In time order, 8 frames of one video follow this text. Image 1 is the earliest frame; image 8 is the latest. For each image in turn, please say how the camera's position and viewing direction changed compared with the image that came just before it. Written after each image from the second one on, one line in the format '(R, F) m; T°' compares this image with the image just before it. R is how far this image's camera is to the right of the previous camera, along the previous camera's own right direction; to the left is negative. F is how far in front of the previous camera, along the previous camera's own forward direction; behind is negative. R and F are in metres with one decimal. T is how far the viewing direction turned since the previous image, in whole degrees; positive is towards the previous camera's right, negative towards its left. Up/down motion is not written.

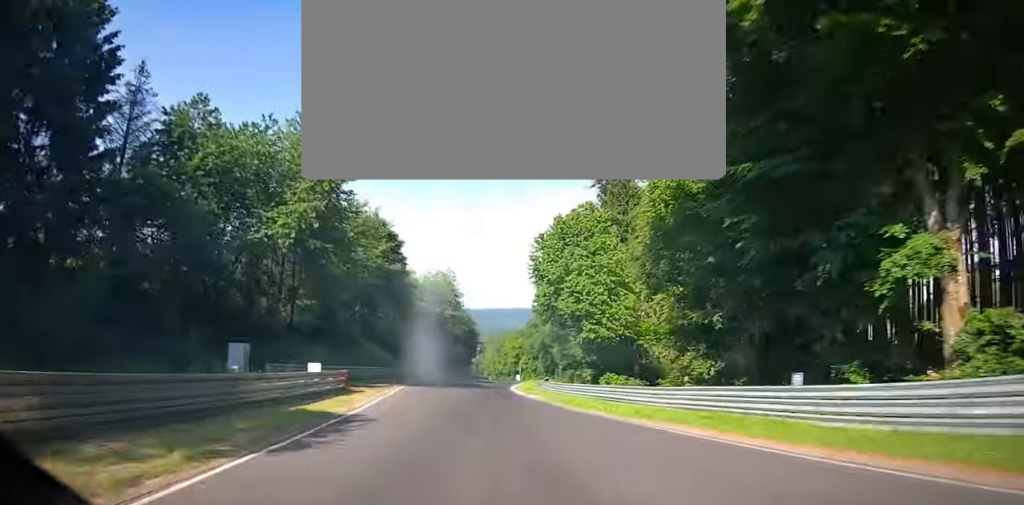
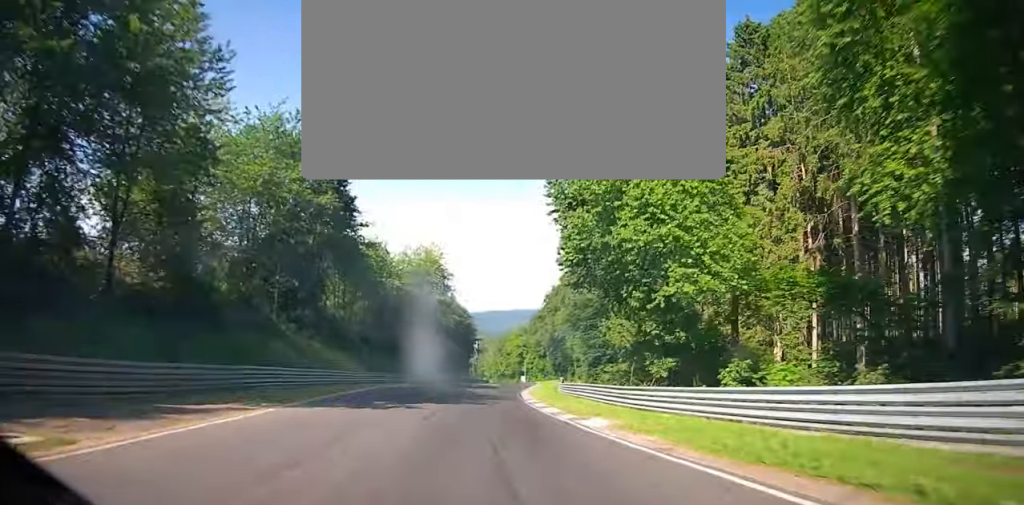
(-0.5, +22.7) m; -1°
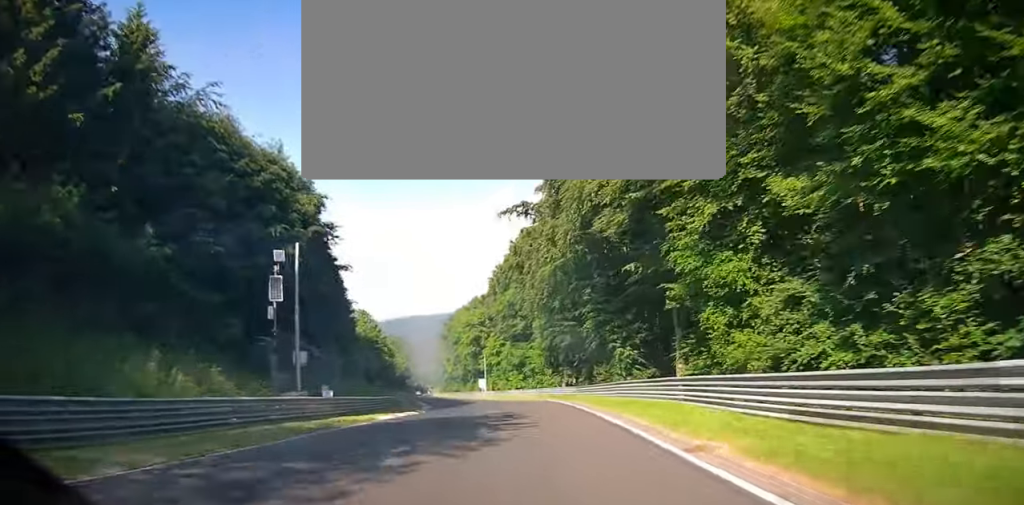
(-0.5, +85.7) m; -2°
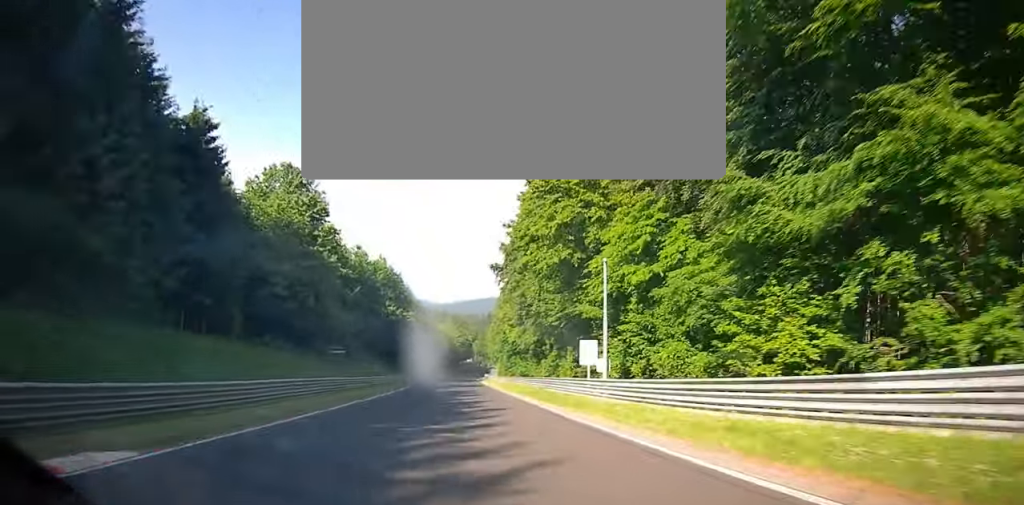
(-5.5, +69.9) m; -8°
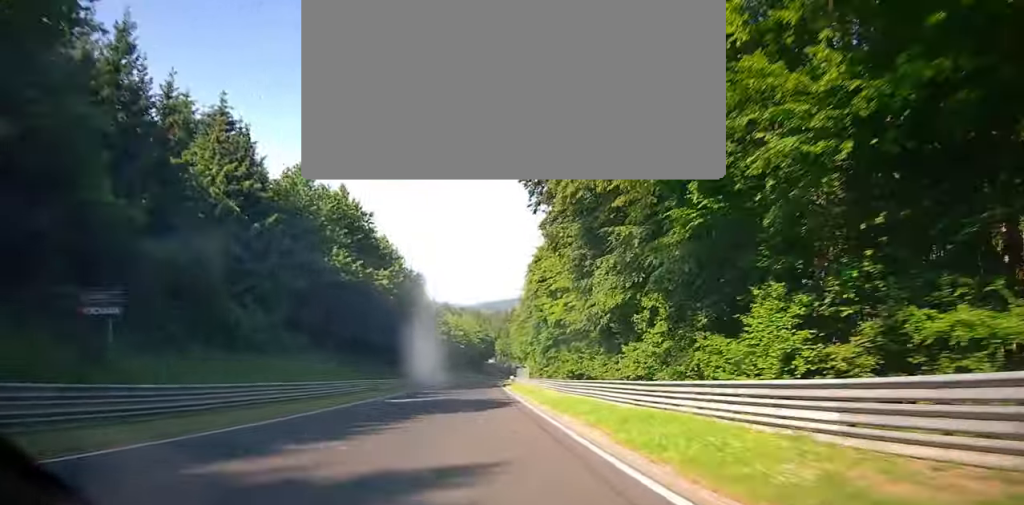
(0.0, +35.6) m; 0°
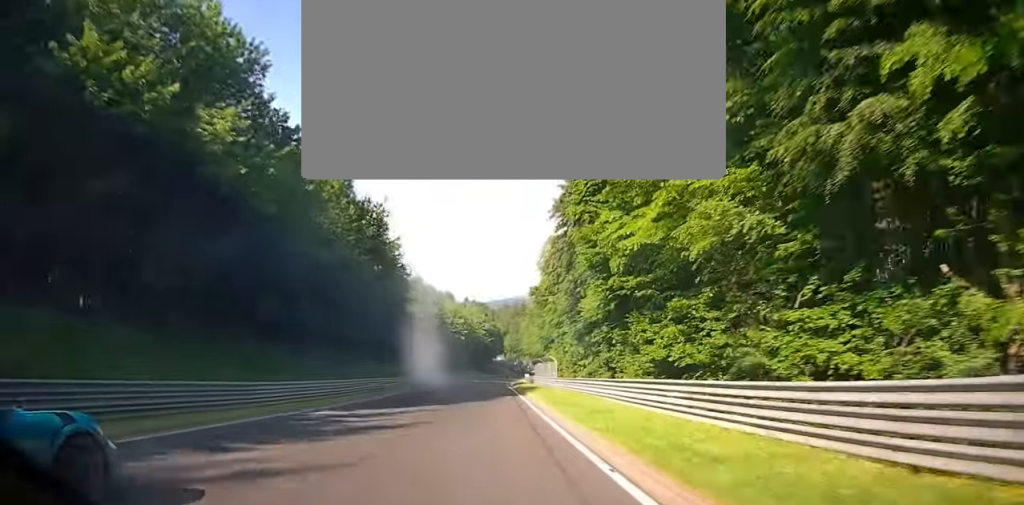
(0.0, +30.6) m; 0°
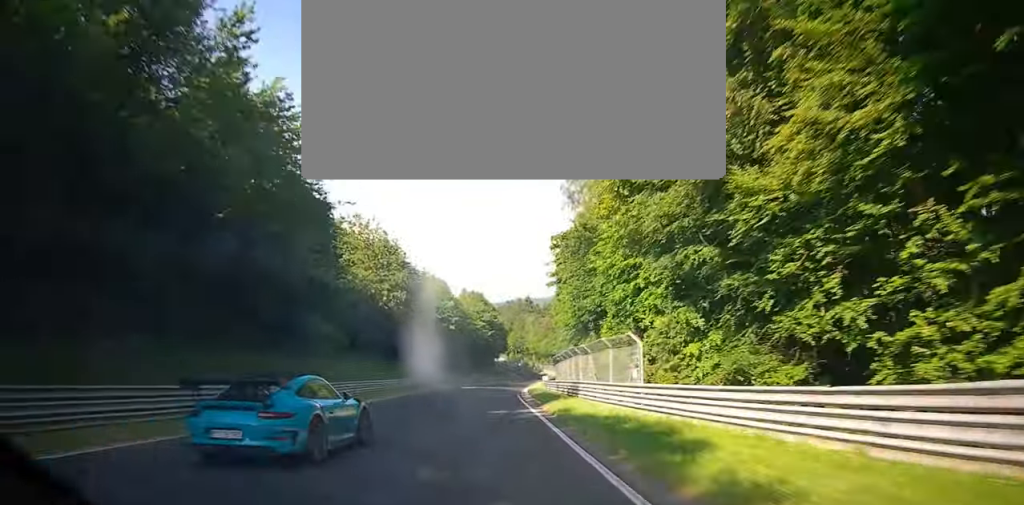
(-0.1, +32.4) m; 0°
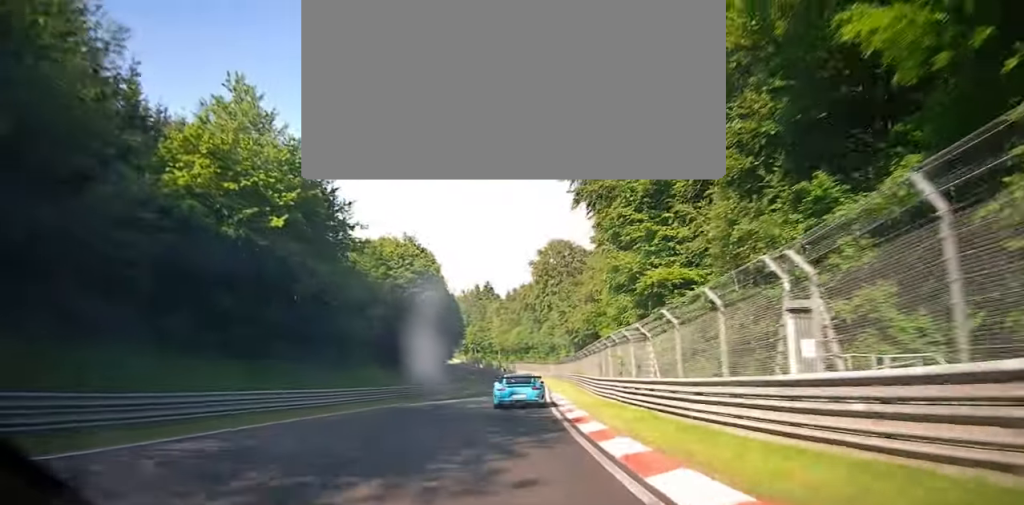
(+1.2, +61.3) m; +2°
